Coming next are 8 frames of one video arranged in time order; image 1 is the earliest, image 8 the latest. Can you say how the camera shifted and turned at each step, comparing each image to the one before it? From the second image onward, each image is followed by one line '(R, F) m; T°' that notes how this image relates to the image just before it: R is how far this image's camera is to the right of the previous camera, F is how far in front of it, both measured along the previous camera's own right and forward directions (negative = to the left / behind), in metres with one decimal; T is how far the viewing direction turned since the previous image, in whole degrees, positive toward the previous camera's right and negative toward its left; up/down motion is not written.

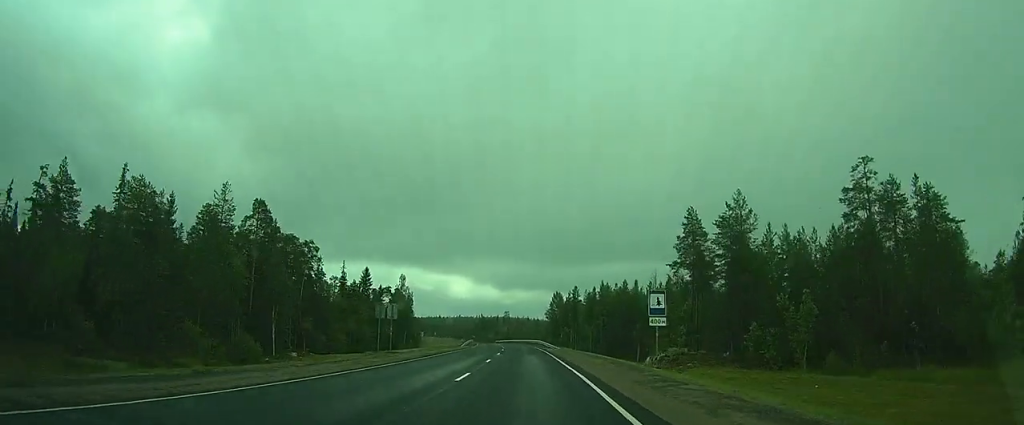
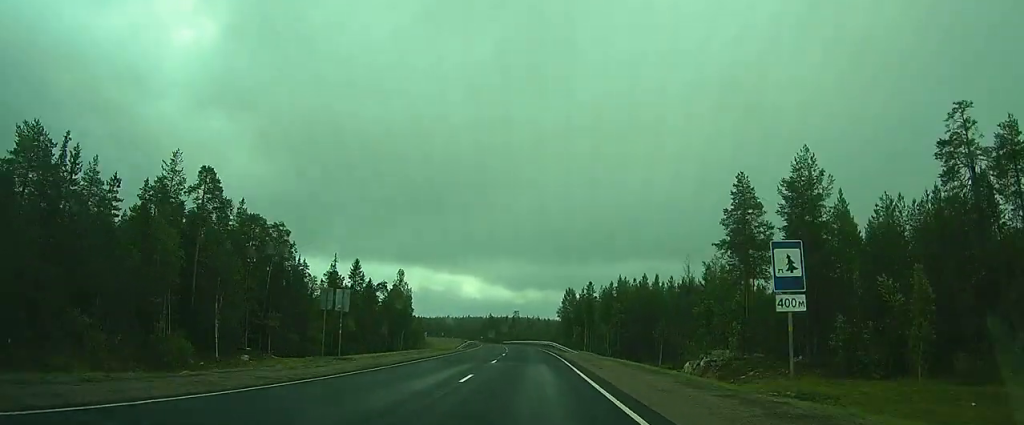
(+0.1, +12.9) m; 0°
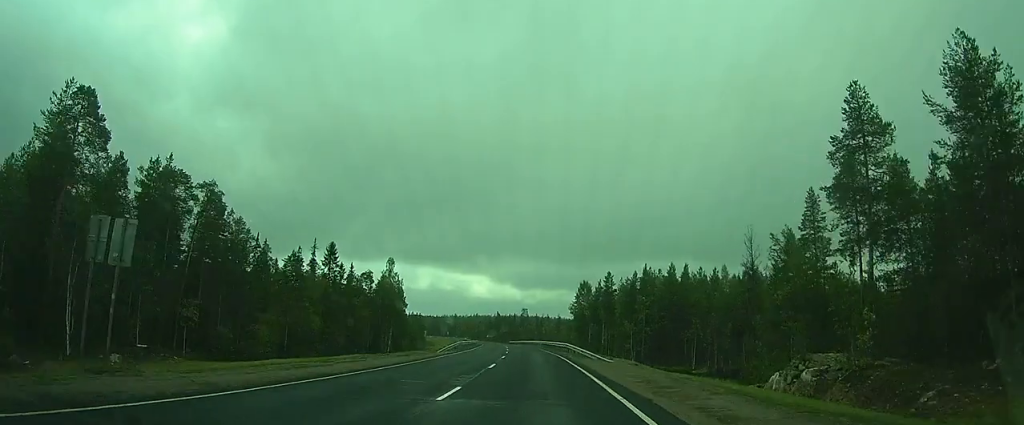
(0.0, +17.6) m; 0°
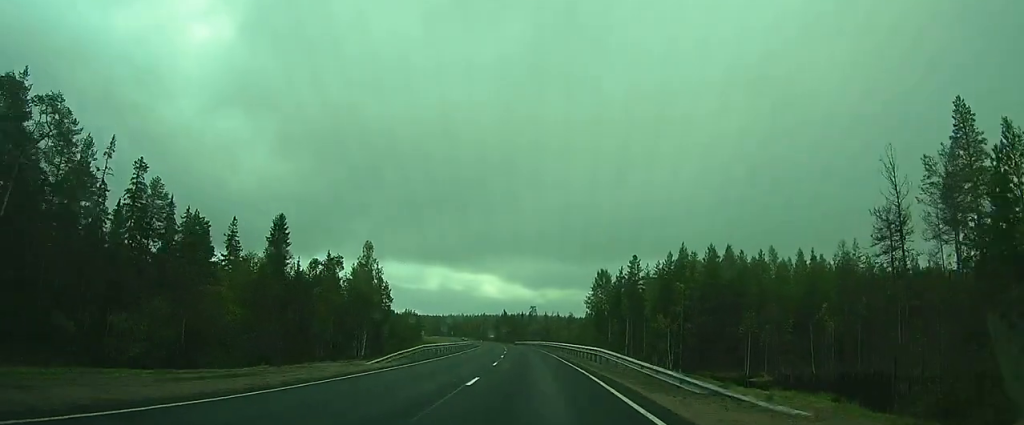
(0.0, +20.7) m; -1°
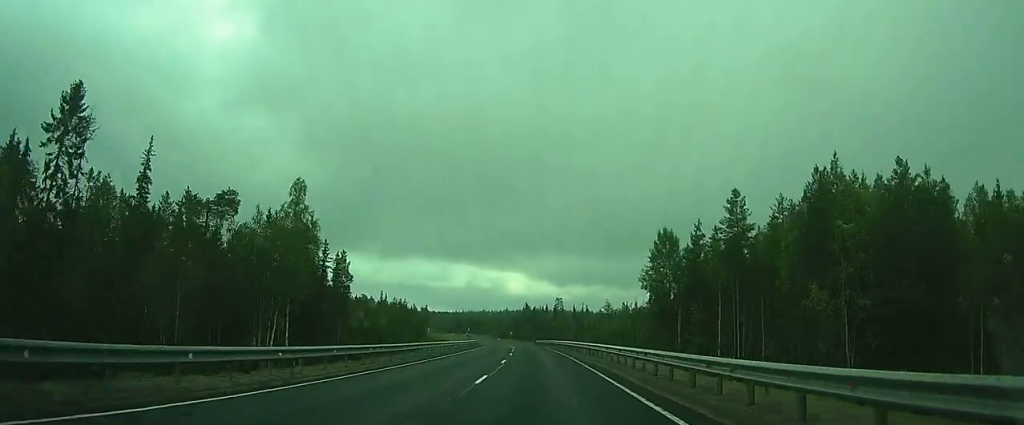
(-1.1, +36.8) m; -4°
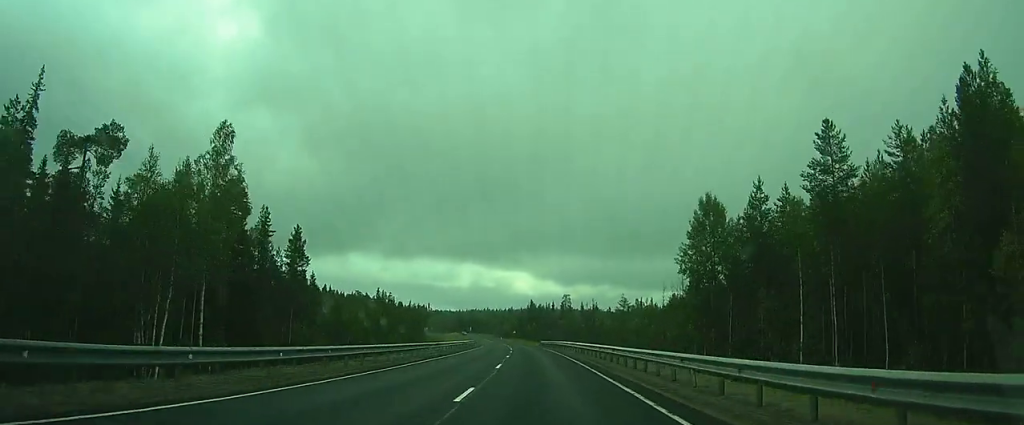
(-0.2, +16.3) m; -1°
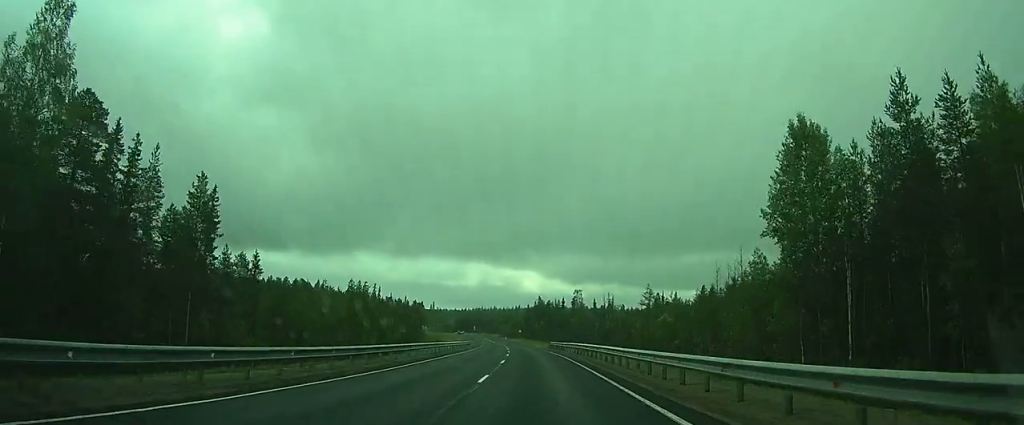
(-0.2, +19.3) m; -1°
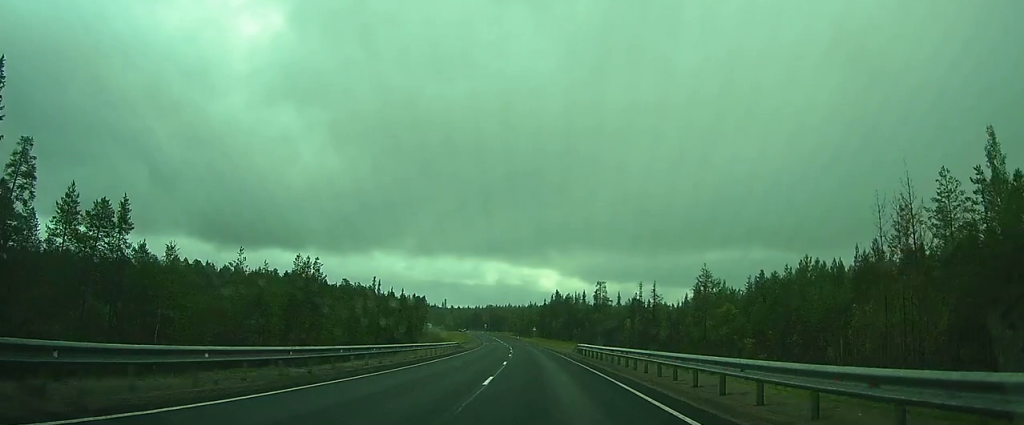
(-0.3, +24.5) m; -1°
